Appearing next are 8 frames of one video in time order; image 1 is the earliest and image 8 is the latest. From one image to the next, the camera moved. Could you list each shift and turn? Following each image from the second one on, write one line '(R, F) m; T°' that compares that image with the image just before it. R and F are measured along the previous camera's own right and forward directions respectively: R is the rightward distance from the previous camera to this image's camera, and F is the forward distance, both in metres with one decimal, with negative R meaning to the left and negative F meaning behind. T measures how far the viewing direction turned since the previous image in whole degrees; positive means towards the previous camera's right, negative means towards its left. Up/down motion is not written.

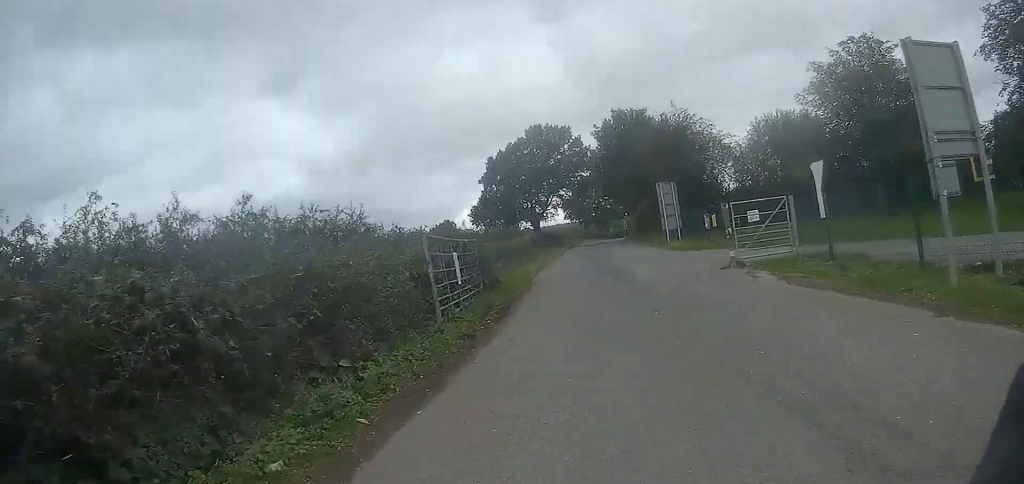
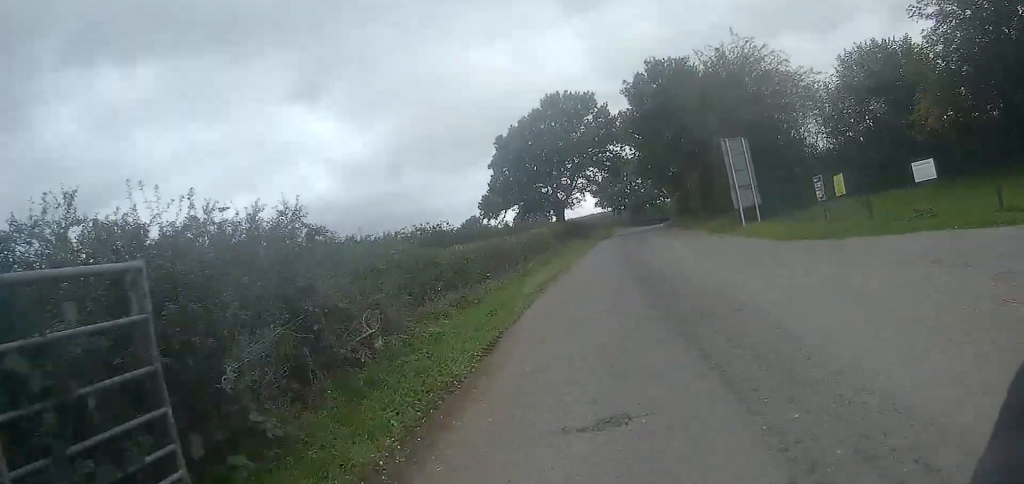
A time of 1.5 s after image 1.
(0.0, +10.5) m; -1°
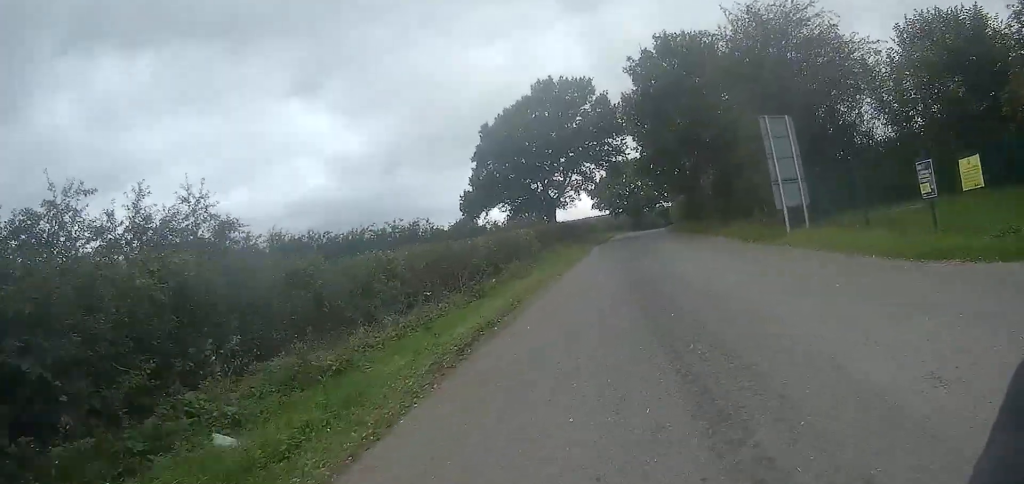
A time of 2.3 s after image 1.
(0.0, +5.9) m; -1°
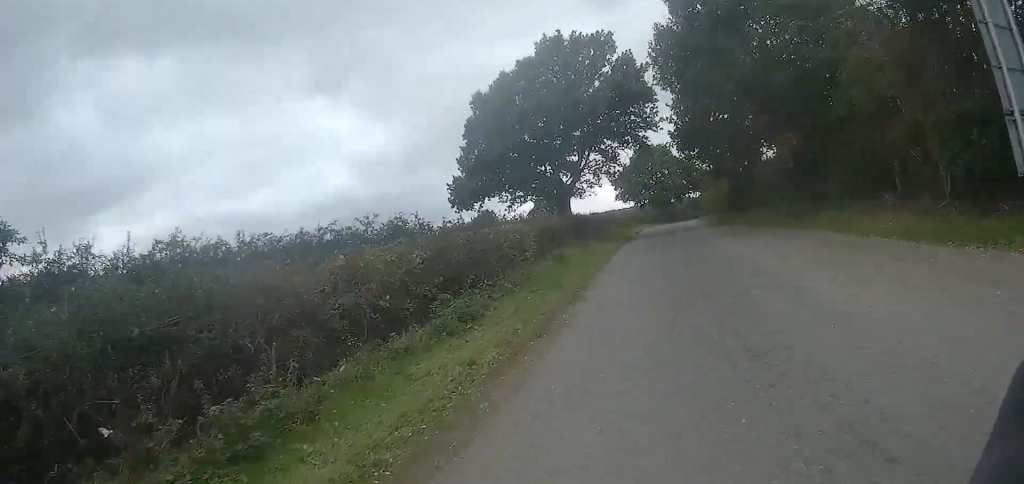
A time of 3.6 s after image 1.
(-0.3, +9.4) m; -4°
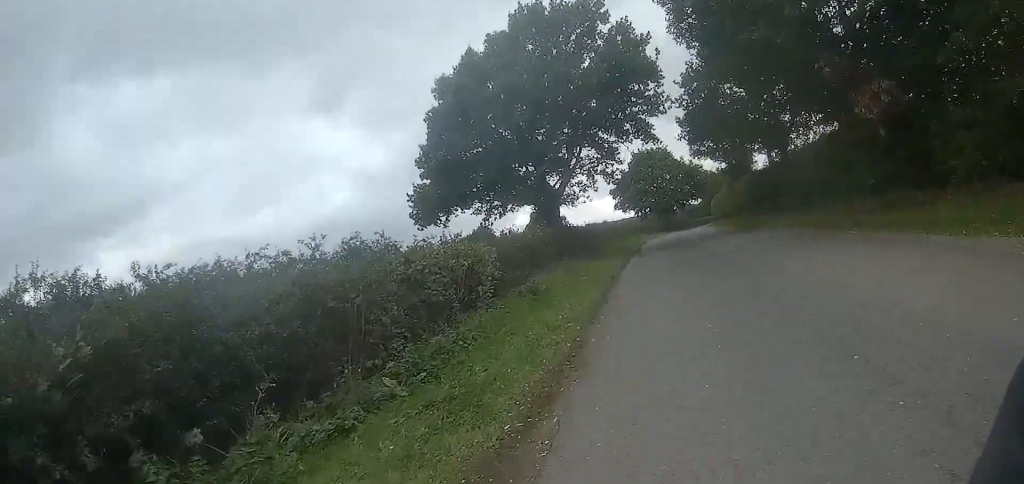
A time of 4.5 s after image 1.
(-0.2, +6.6) m; -1°
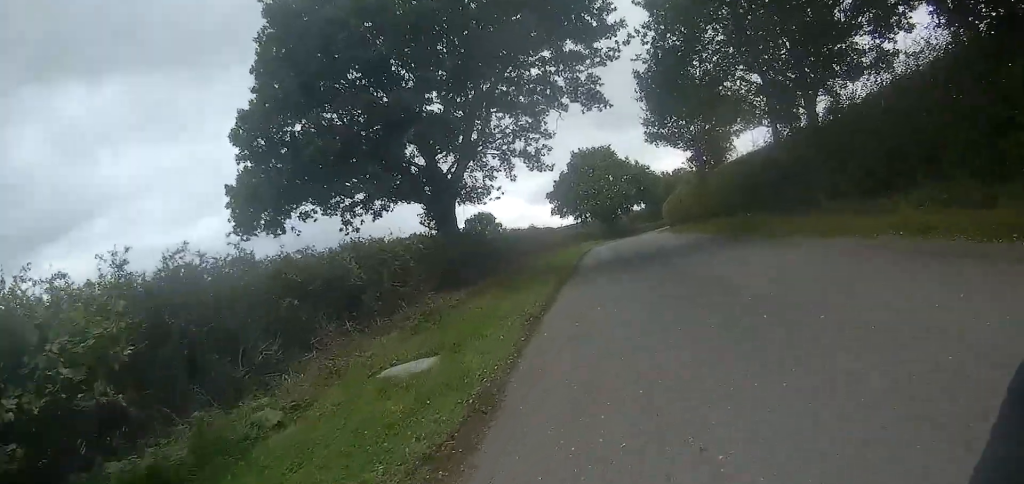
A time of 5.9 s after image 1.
(+0.2, +9.9) m; +2°
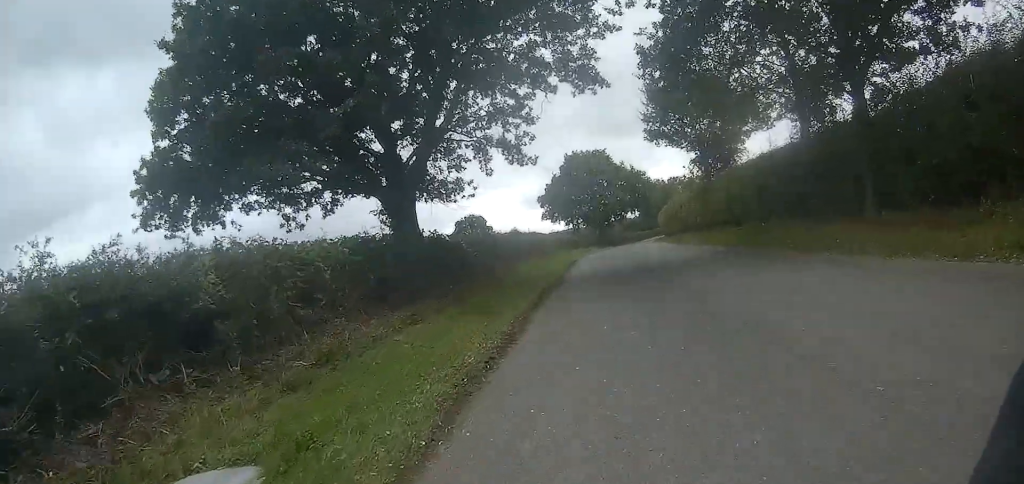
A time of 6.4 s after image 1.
(+0.1, +3.3) m; +1°
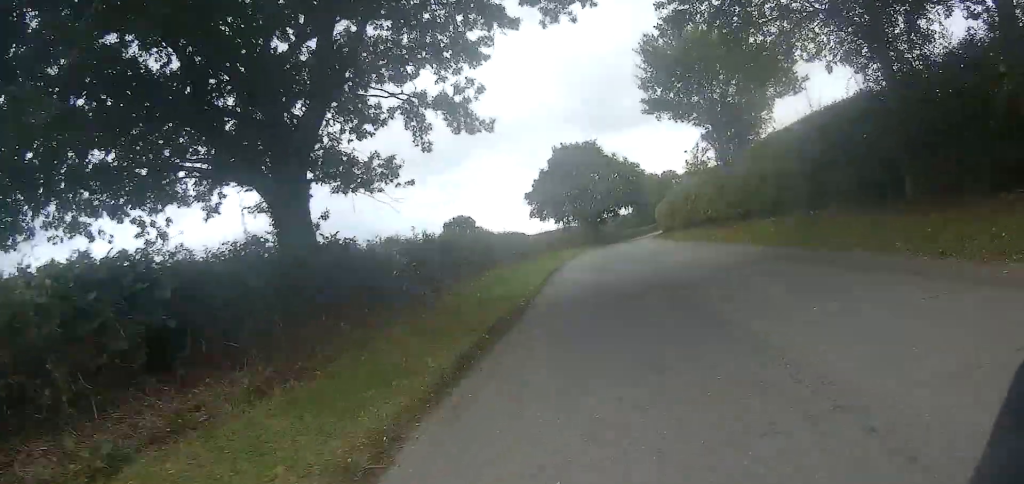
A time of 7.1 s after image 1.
(-0.1, +5.5) m; 0°
